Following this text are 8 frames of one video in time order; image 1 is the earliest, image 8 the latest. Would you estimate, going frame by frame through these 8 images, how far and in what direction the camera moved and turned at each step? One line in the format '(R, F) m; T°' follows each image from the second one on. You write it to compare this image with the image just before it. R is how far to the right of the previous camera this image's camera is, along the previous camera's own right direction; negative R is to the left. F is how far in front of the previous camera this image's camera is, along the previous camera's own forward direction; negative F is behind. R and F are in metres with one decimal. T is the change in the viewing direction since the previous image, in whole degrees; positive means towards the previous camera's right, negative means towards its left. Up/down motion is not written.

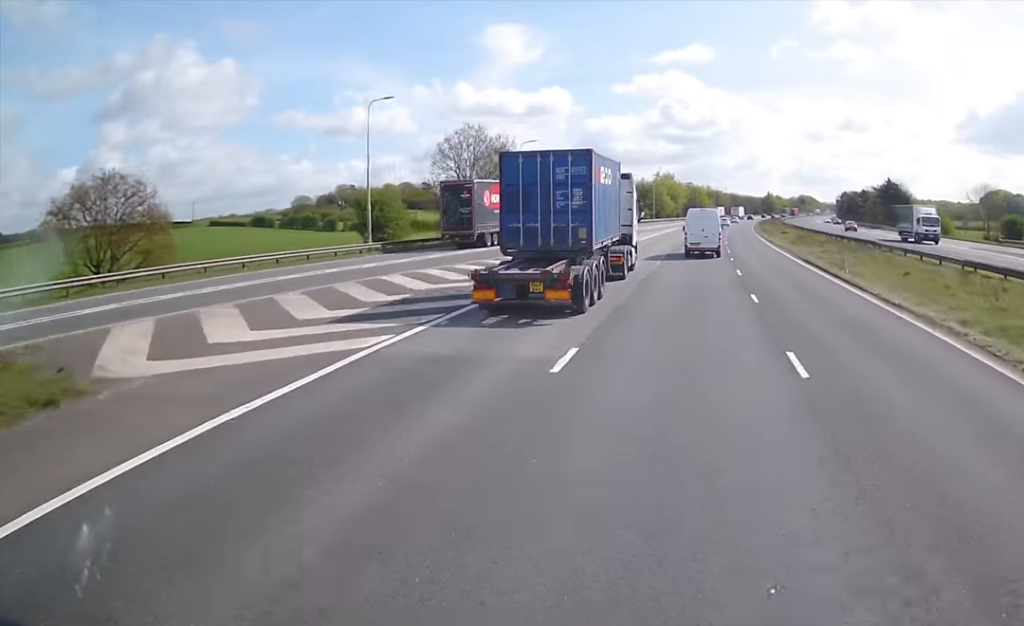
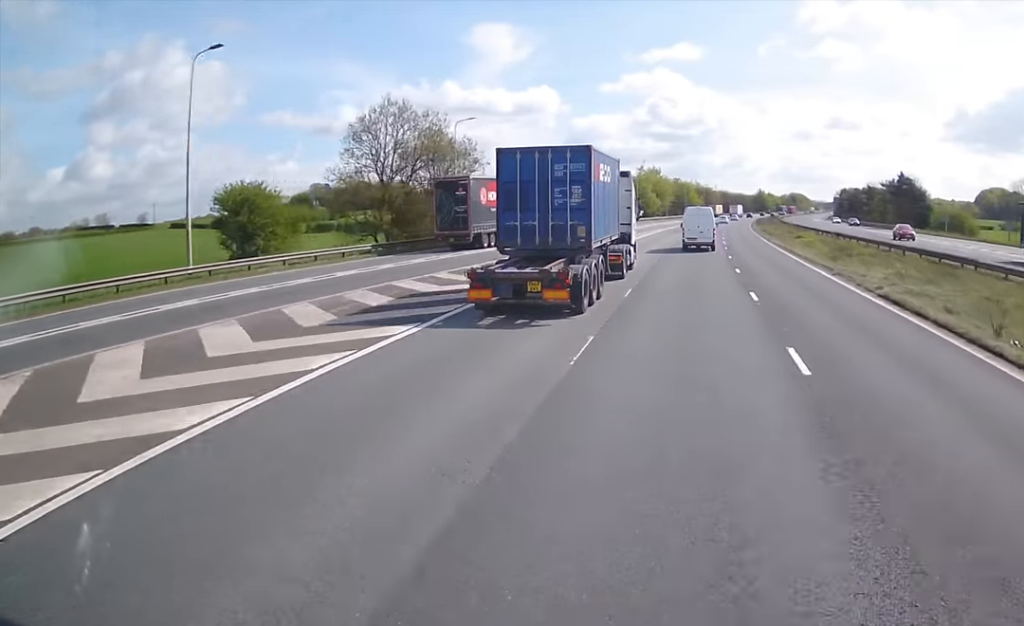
(+0.1, +17.9) m; 0°
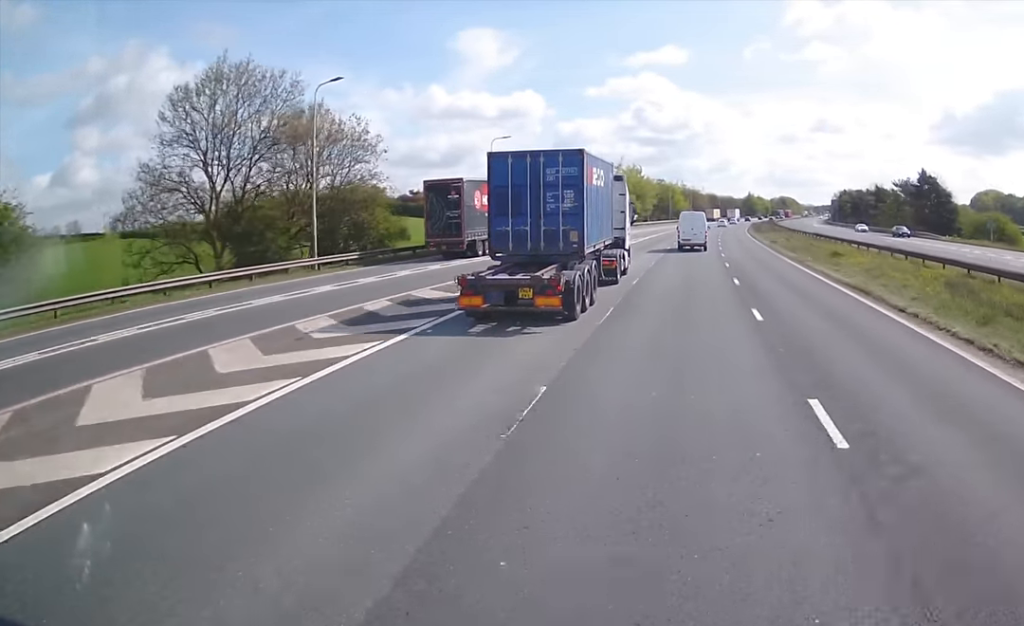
(0.0, +20.8) m; 0°
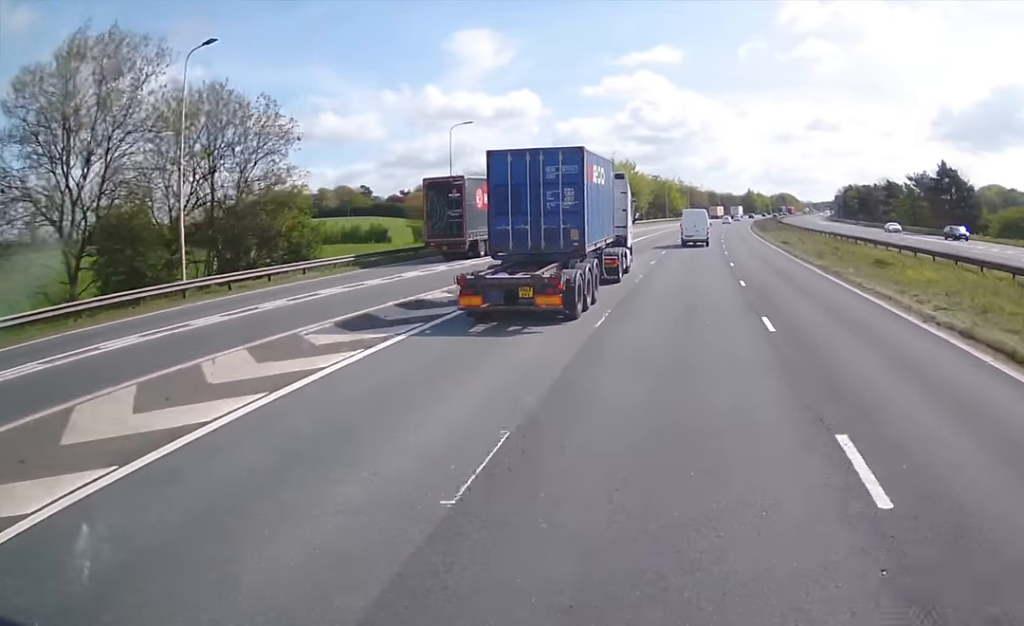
(0.0, +10.7) m; 0°
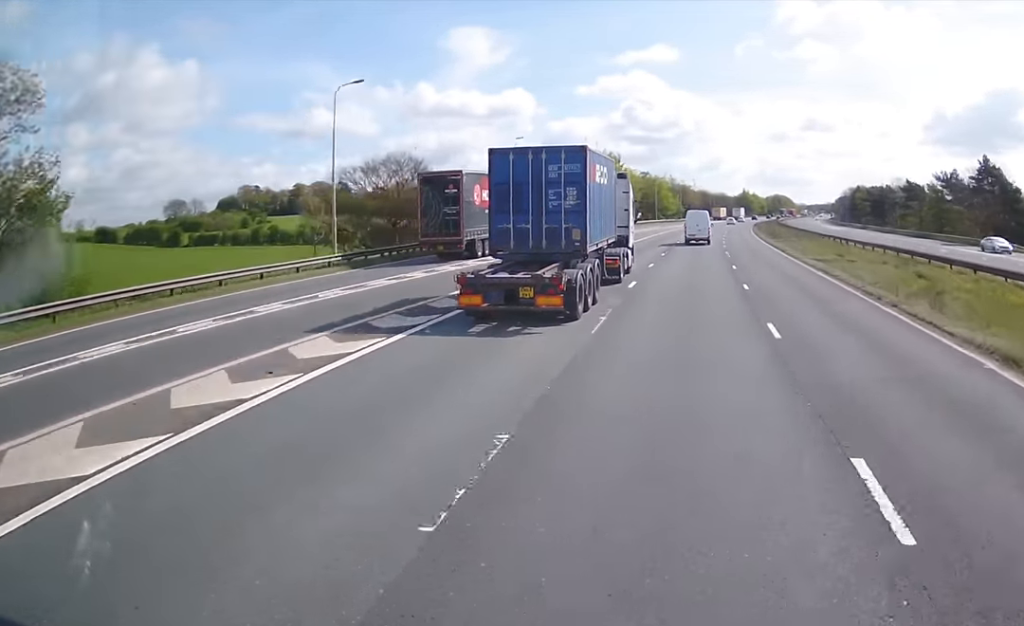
(+0.2, +17.9) m; 0°
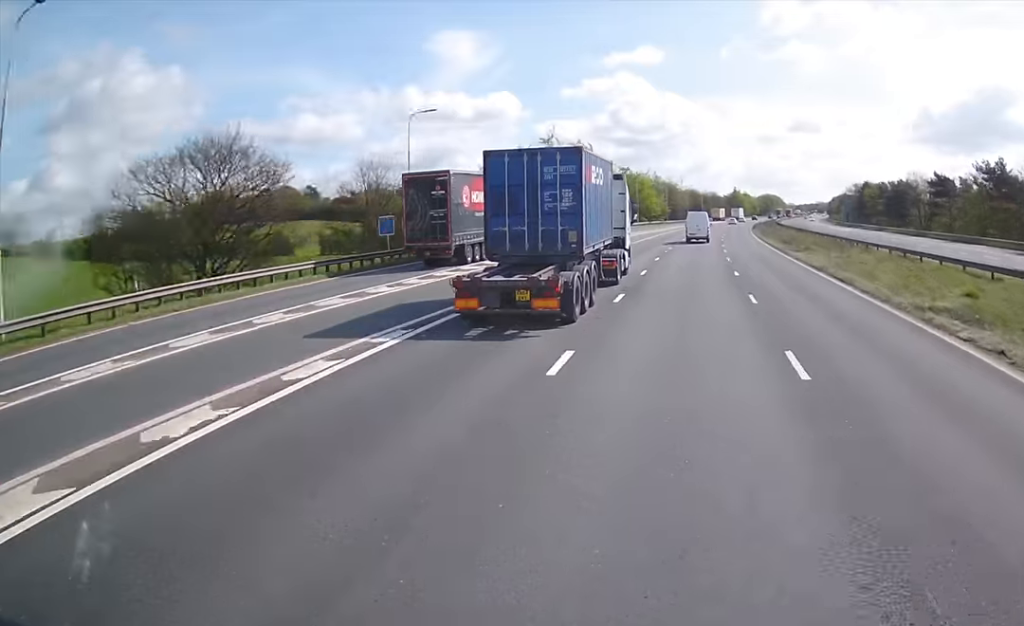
(+0.1, +20.9) m; +1°
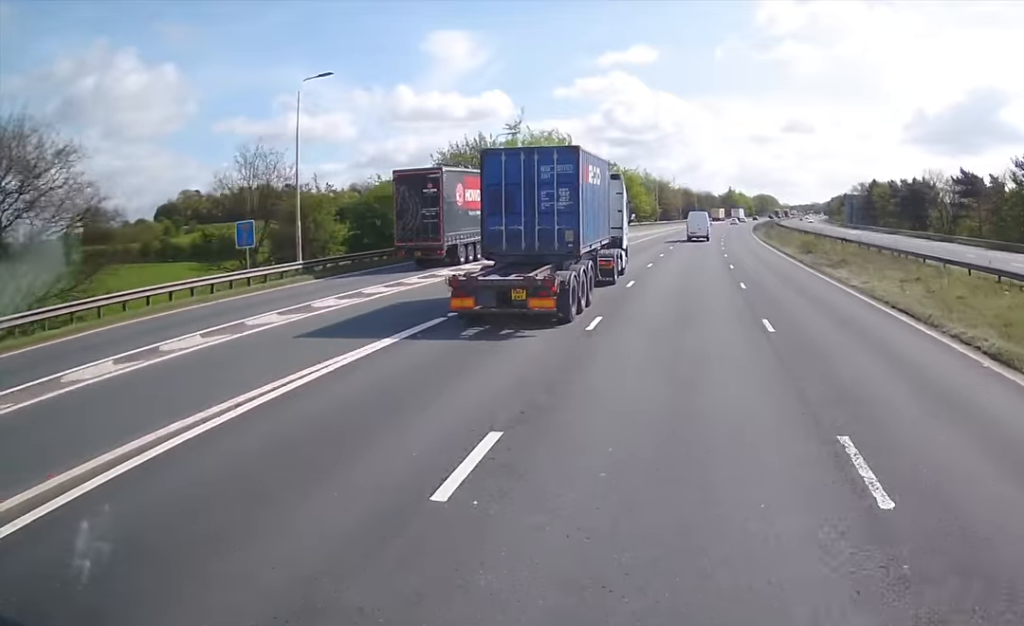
(+0.1, +13.5) m; +1°
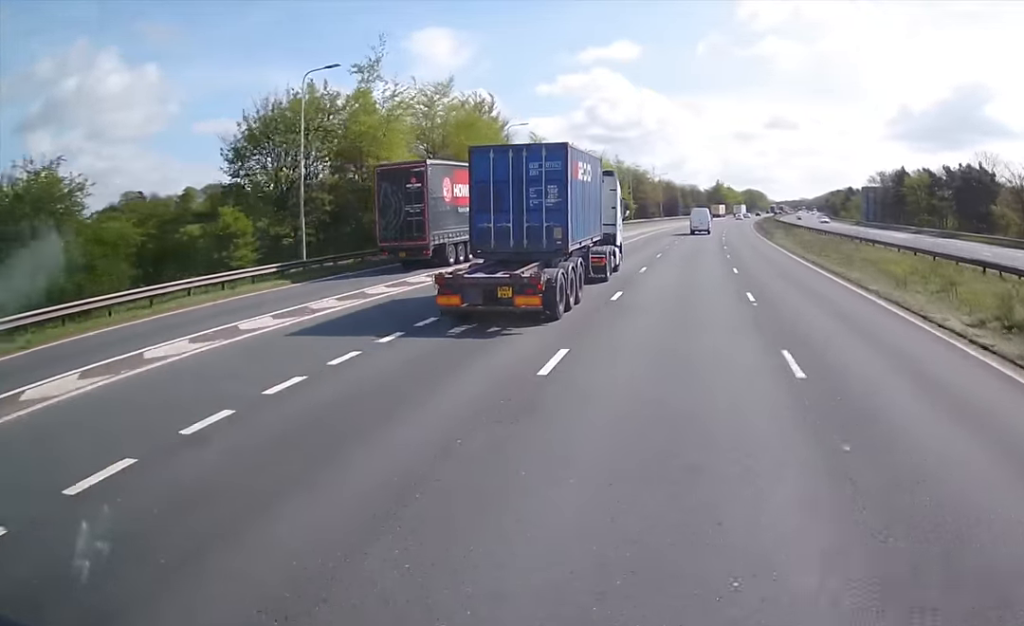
(+0.6, +30.8) m; +2°
